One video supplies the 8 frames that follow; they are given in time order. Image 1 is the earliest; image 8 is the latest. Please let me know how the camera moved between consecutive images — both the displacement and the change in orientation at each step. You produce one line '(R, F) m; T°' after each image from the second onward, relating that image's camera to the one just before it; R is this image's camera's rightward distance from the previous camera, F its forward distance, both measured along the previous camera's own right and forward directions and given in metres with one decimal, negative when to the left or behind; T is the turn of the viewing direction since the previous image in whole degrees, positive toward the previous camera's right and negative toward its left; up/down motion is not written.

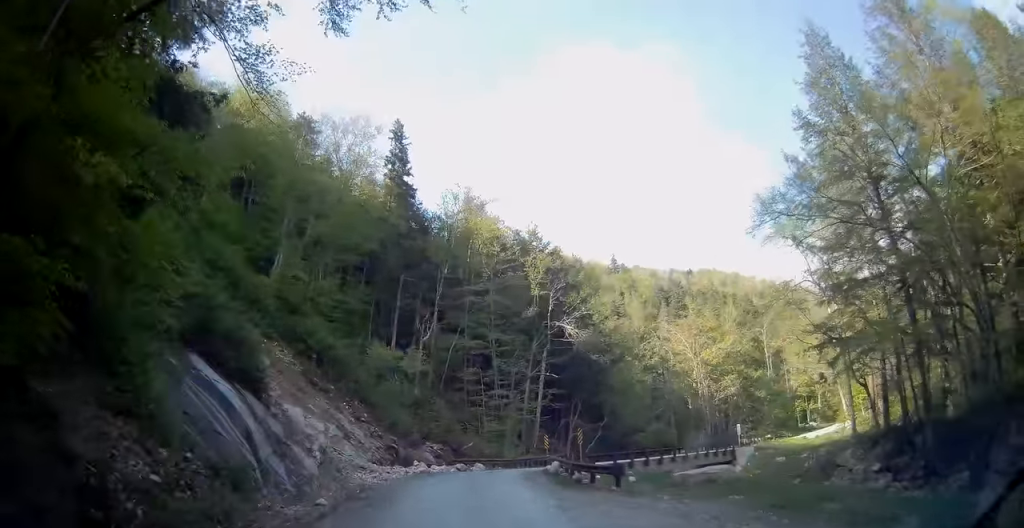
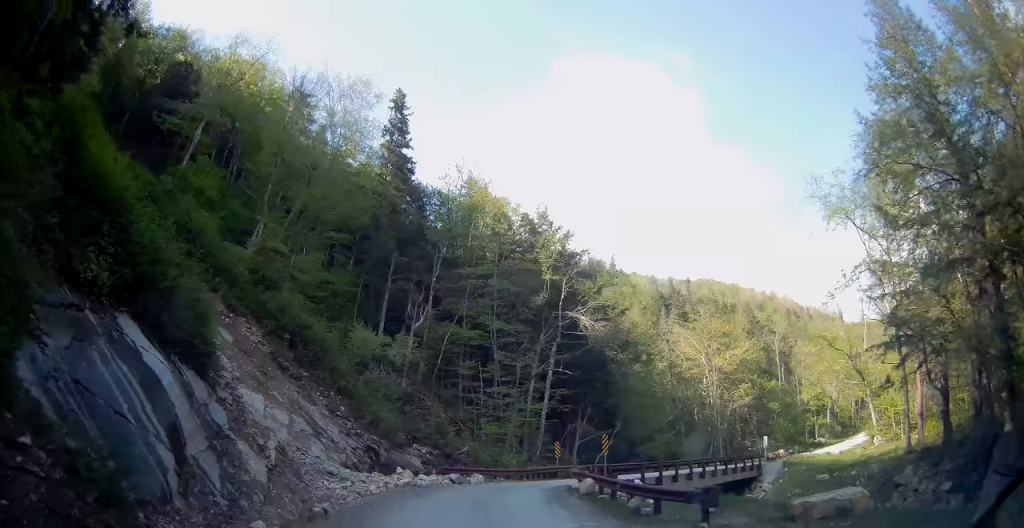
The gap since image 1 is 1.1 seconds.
(0.0, +6.6) m; +4°
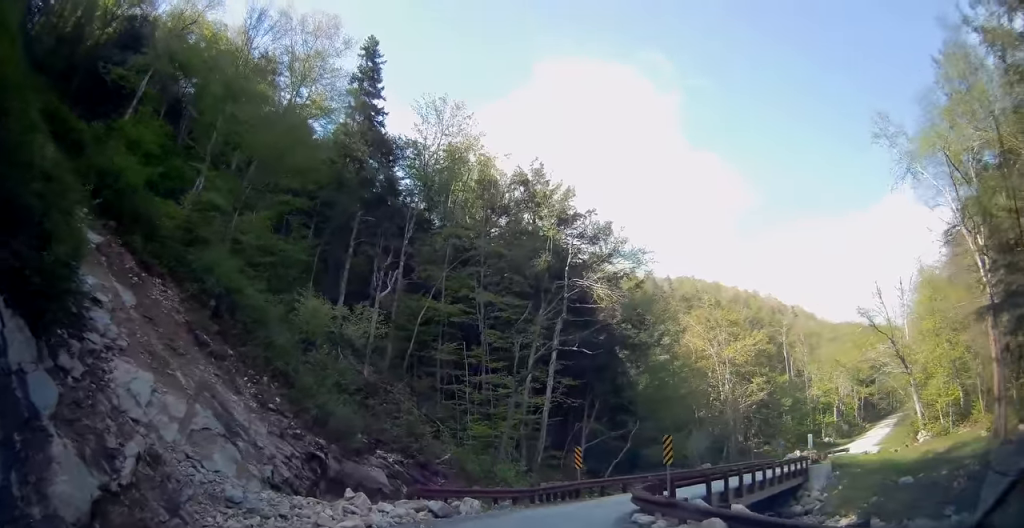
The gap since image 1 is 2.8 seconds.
(+0.7, +9.7) m; +4°
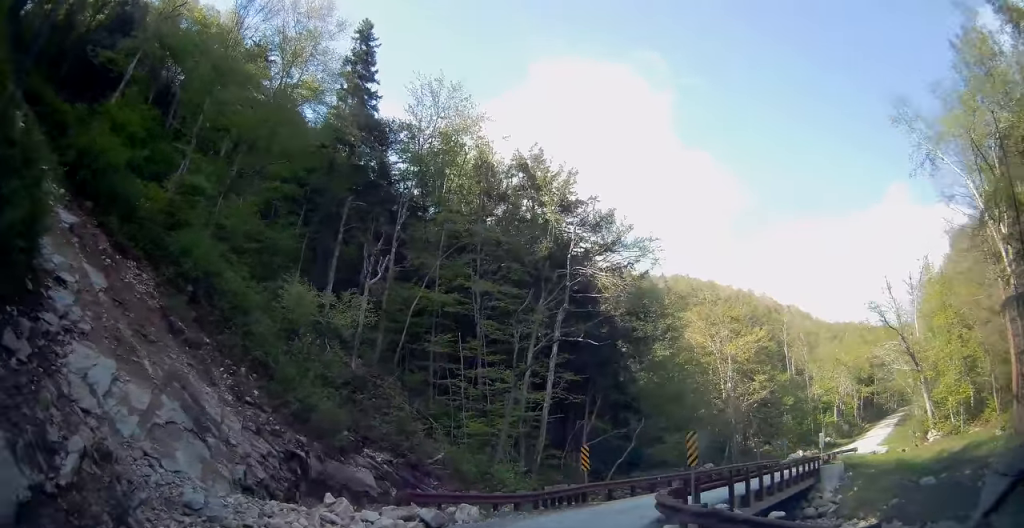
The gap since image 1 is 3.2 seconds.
(0.0, +2.2) m; 0°
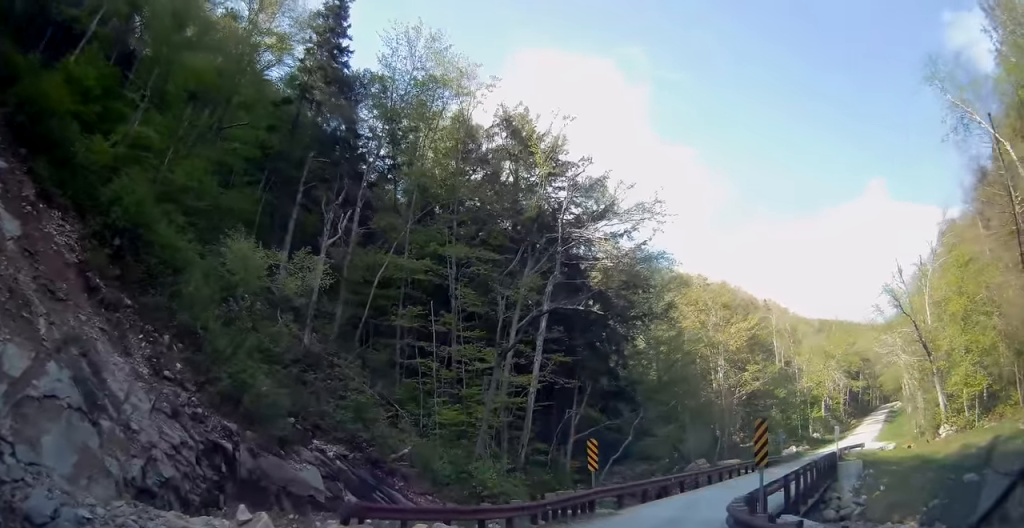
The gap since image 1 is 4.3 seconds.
(0.0, +4.9) m; +4°
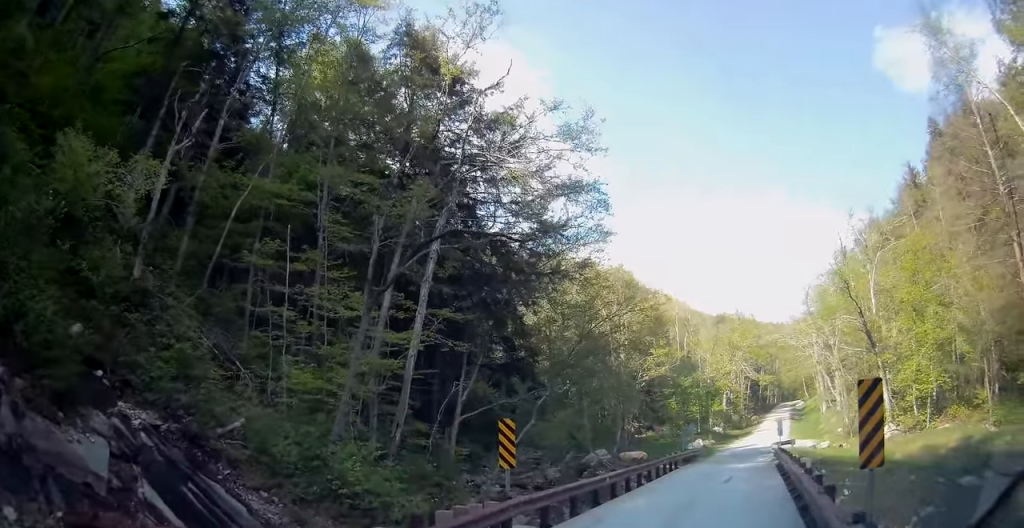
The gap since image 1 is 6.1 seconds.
(+1.0, +5.7) m; +29°
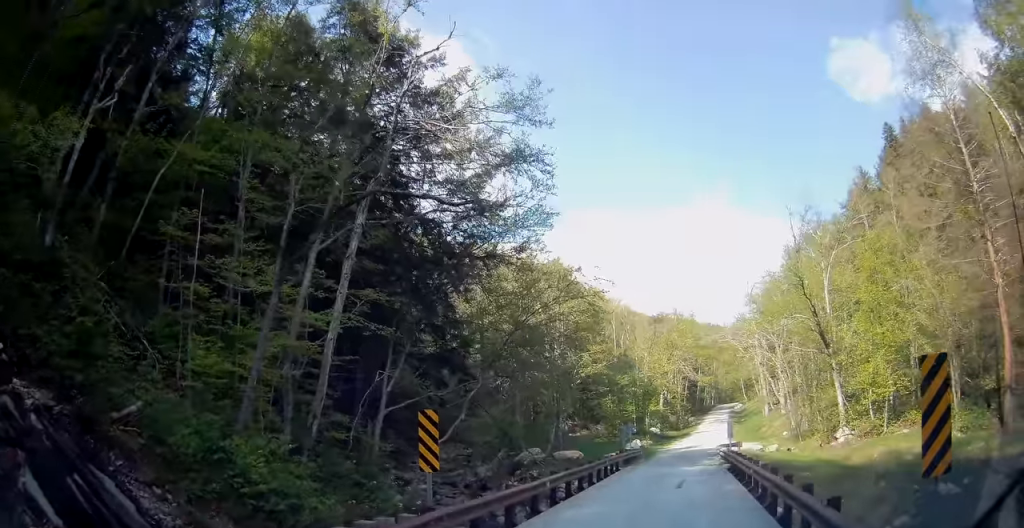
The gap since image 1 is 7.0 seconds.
(+0.3, +1.8) m; +19°
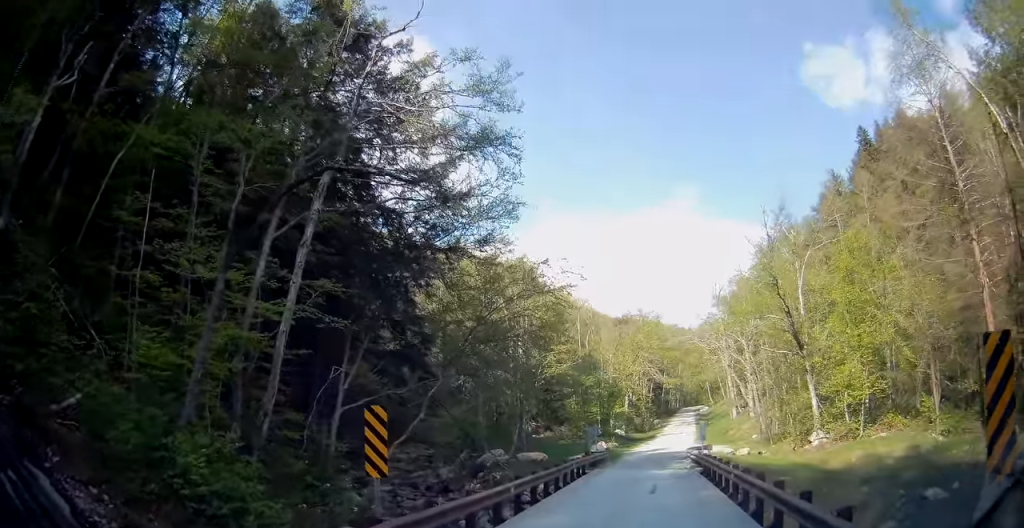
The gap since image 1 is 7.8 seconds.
(+0.4, +1.0) m; +6°
